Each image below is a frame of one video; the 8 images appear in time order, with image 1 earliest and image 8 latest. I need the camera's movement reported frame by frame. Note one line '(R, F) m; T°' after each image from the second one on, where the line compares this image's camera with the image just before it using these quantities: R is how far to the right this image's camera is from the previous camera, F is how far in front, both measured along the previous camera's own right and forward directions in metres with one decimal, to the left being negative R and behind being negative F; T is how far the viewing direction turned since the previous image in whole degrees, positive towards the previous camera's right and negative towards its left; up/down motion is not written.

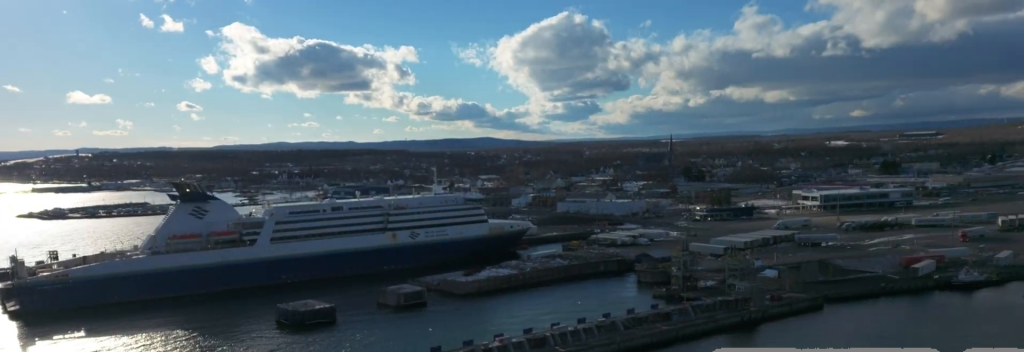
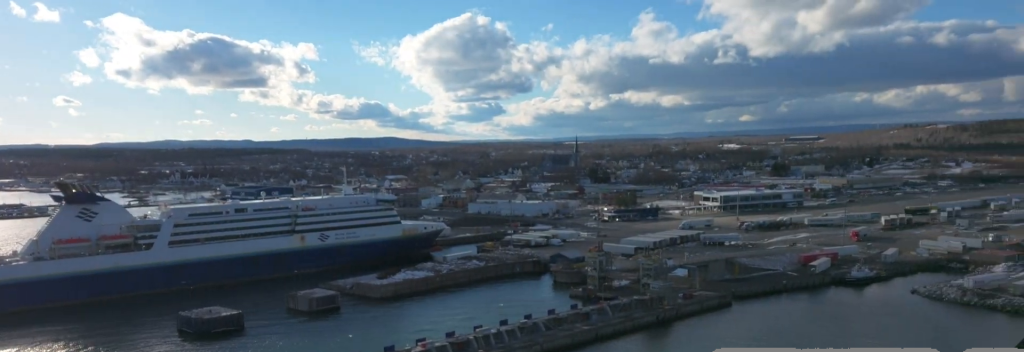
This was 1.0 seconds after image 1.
(+0.1, +5.8) m; +4°
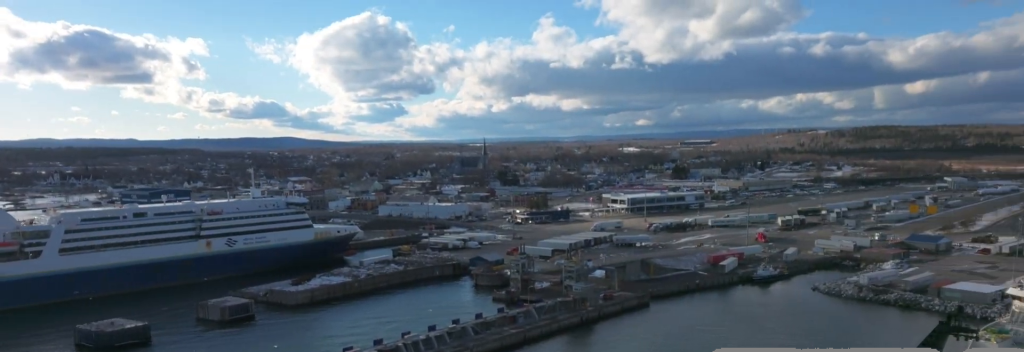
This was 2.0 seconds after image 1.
(+0.3, +6.2) m; +6°
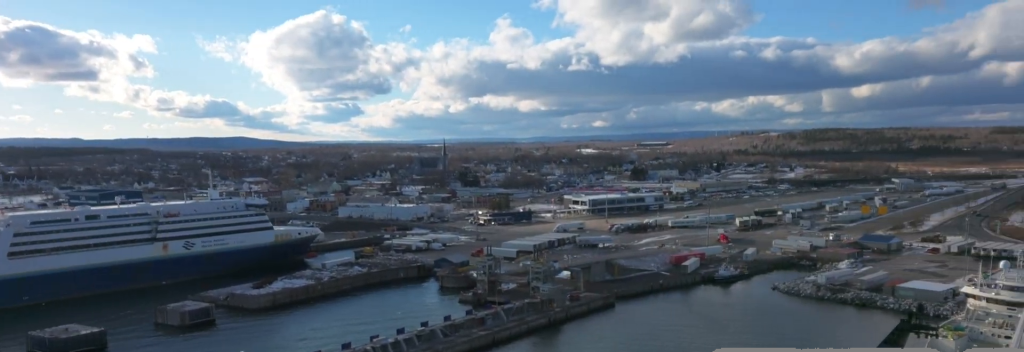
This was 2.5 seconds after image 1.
(+0.1, +2.6) m; +3°
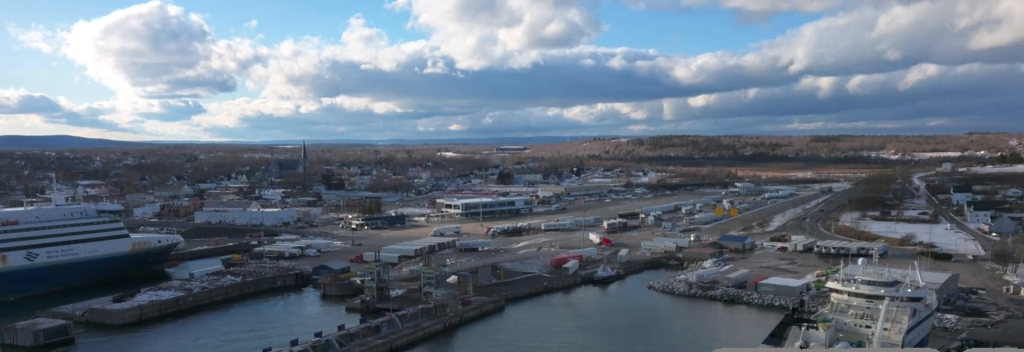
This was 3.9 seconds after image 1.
(+0.7, +8.5) m; +10°
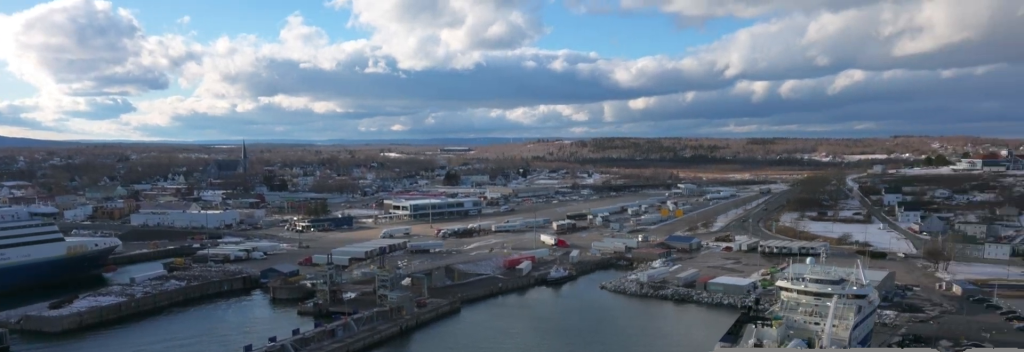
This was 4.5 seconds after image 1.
(+0.1, +2.9) m; +4°
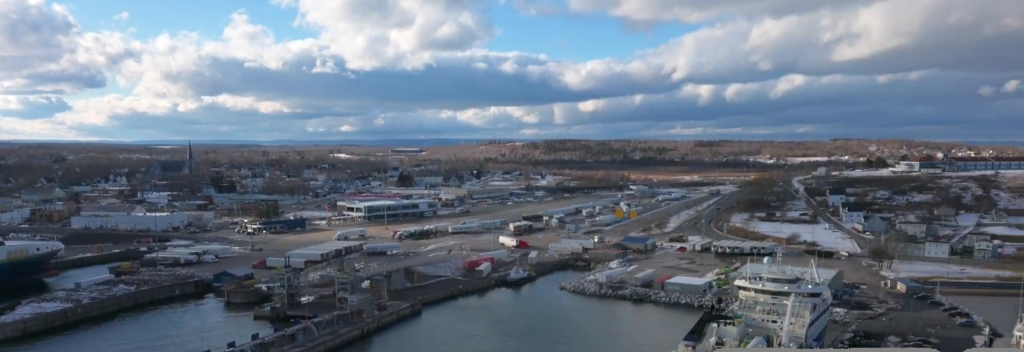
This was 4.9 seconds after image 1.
(+0.1, +2.4) m; +4°
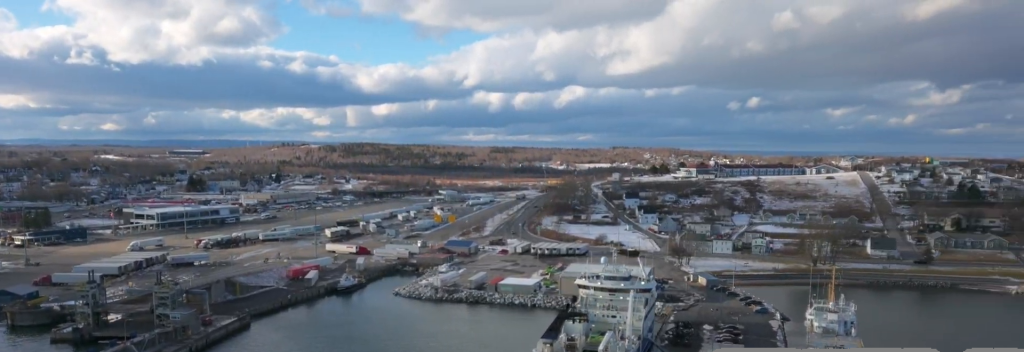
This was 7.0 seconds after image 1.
(+1.3, +9.1) m; +16°
